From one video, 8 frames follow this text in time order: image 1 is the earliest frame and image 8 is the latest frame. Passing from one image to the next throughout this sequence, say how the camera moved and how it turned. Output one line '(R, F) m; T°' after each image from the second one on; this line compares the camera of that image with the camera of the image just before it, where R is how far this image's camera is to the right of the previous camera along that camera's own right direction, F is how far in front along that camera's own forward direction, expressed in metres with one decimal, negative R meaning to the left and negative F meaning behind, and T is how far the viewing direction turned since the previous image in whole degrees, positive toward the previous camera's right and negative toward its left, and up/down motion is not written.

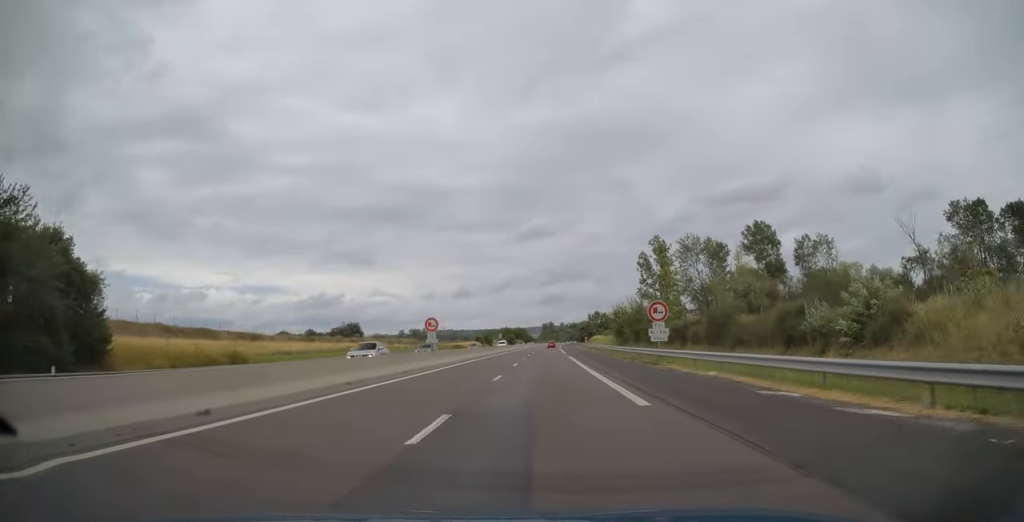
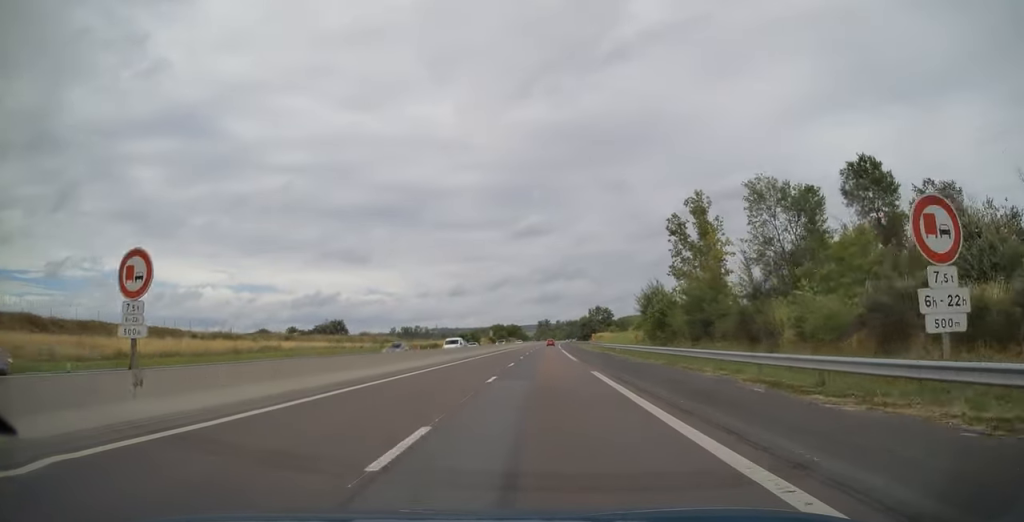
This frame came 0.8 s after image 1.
(+0.1, +27.4) m; 0°
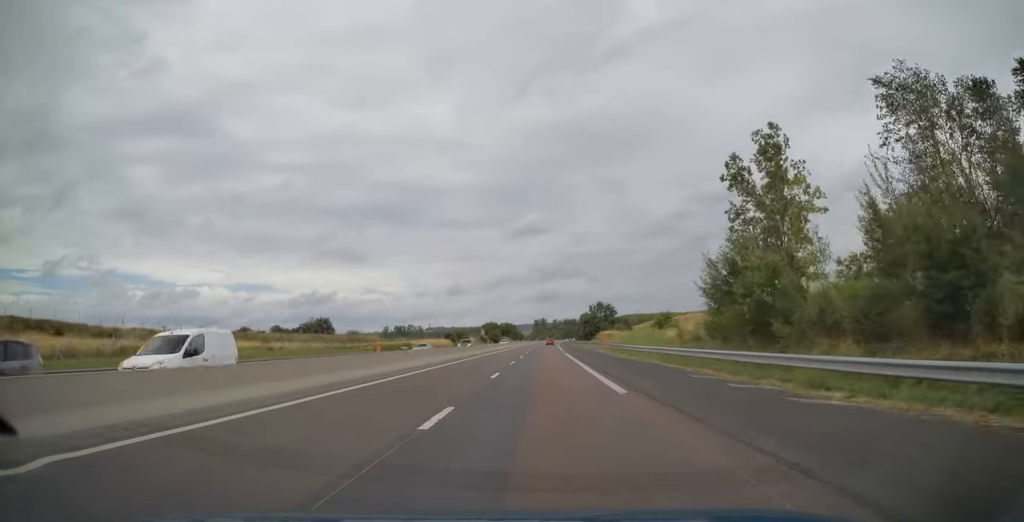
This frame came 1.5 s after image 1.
(-0.1, +22.6) m; 0°
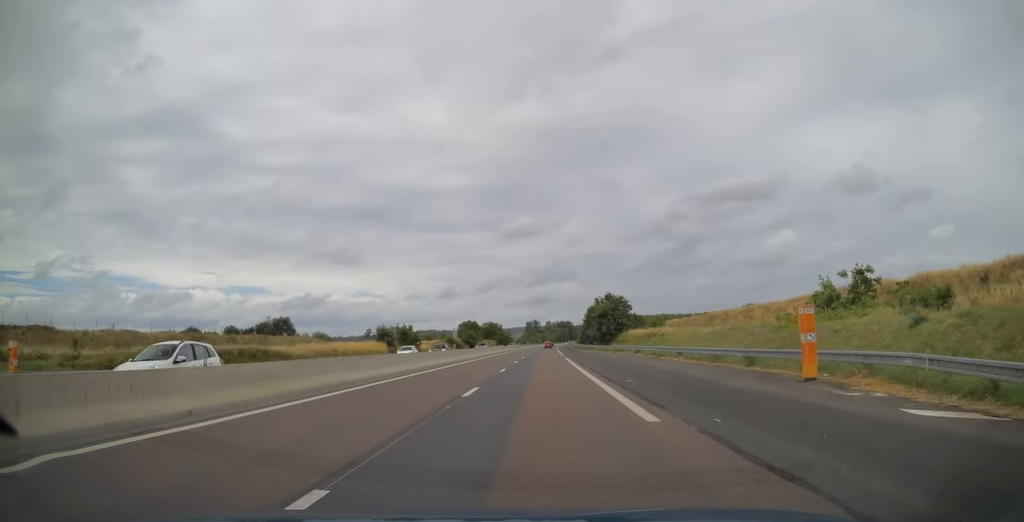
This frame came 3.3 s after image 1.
(+0.7, +57.0) m; +1°
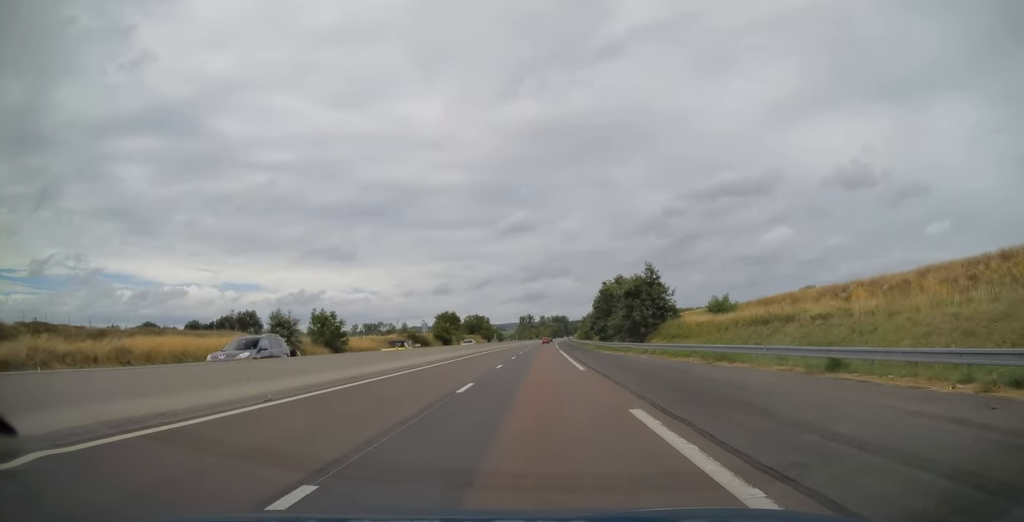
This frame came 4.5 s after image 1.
(+0.2, +38.2) m; 0°
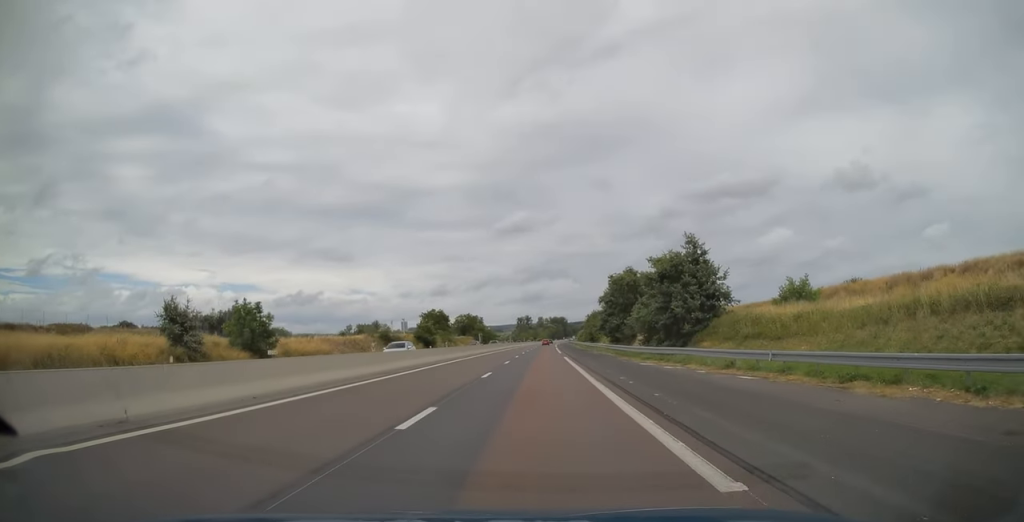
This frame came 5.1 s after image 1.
(-0.1, +18.9) m; 0°
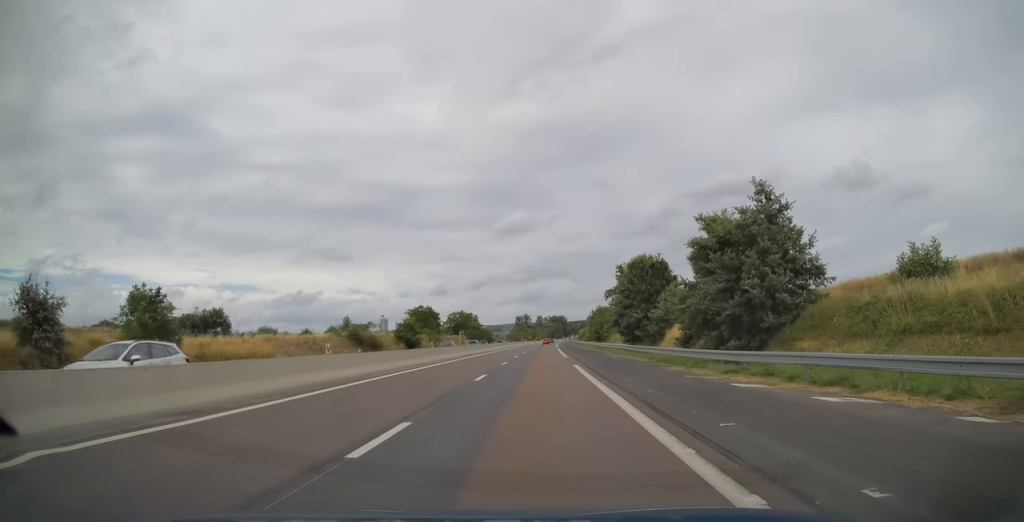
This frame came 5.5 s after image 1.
(-0.1, +15.1) m; 0°
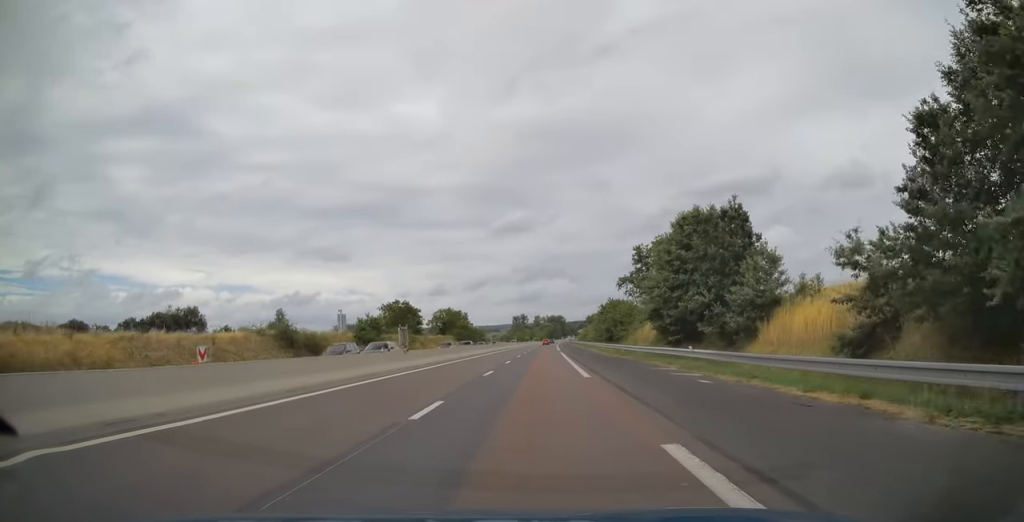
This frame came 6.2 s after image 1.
(+0.2, +22.1) m; 0°
